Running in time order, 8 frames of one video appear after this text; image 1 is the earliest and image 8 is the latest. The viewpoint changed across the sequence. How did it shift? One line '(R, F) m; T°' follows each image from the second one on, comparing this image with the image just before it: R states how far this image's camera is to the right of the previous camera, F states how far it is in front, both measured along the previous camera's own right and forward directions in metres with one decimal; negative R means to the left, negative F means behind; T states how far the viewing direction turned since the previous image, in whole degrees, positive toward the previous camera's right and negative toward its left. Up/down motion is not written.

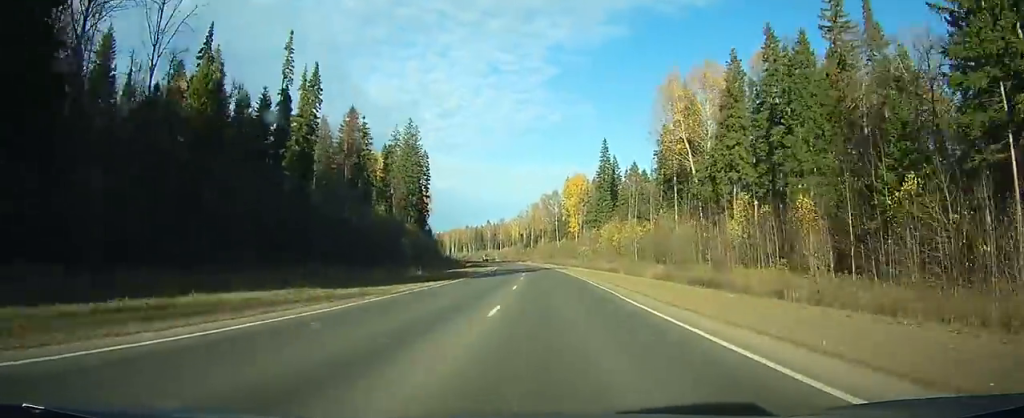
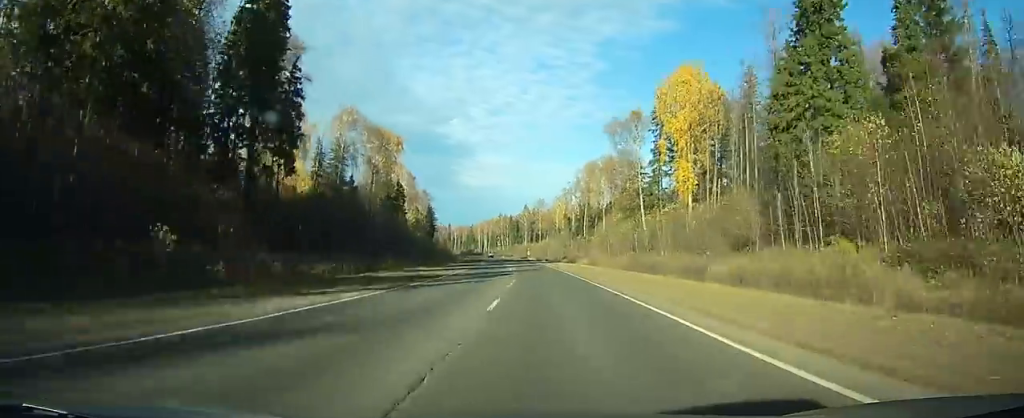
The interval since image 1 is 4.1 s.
(-4.6, +99.9) m; -5°
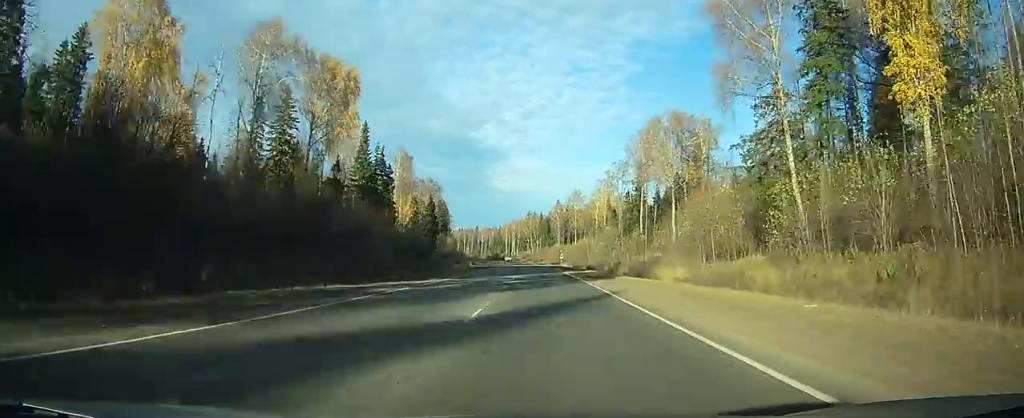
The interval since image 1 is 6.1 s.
(-1.0, +49.5) m; -3°
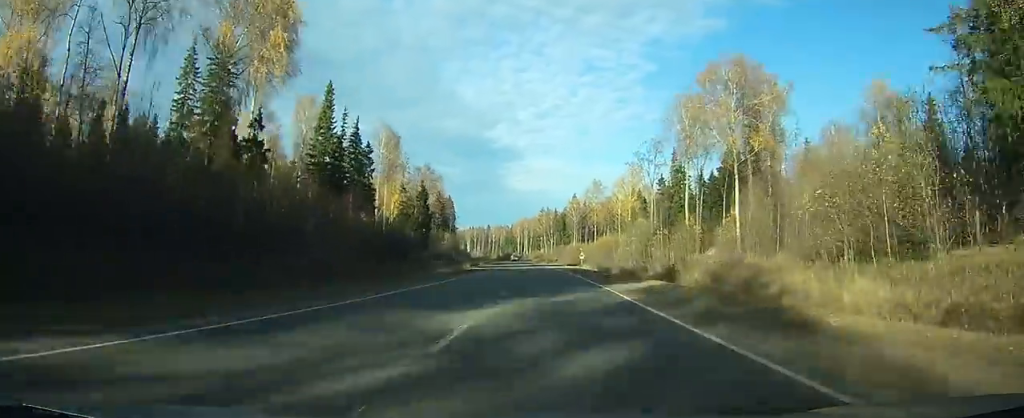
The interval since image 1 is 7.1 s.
(-0.5, +27.7) m; -1°
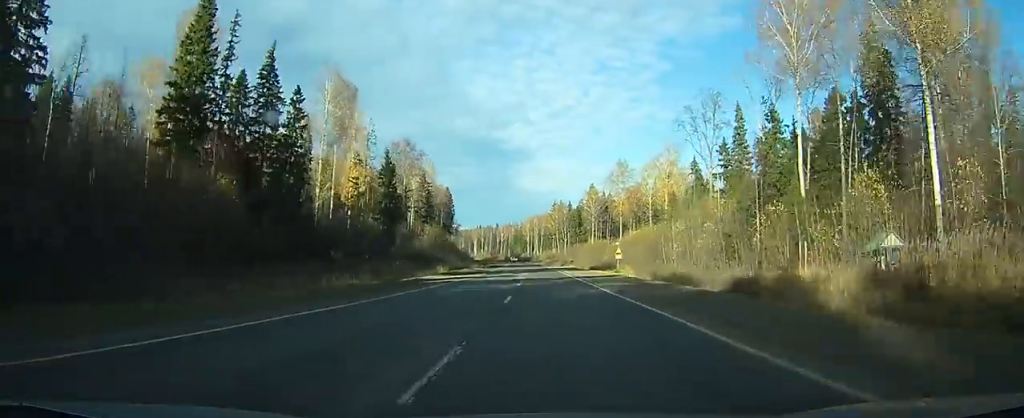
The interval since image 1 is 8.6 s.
(-0.7, +38.2) m; -2°
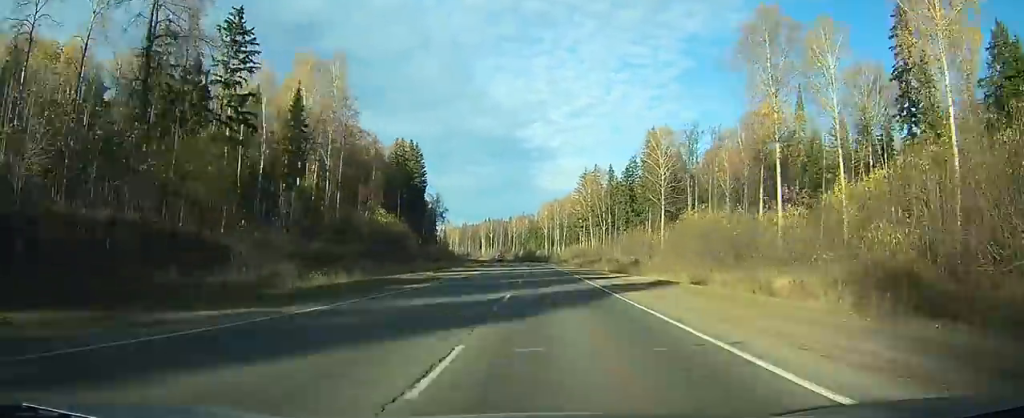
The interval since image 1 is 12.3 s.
(-3.0, +96.1) m; -3°
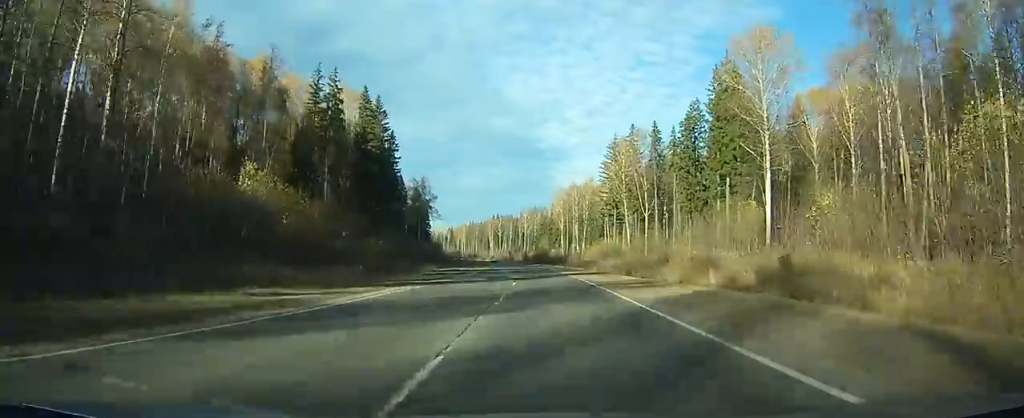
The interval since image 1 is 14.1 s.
(-0.4, +48.9) m; -1°
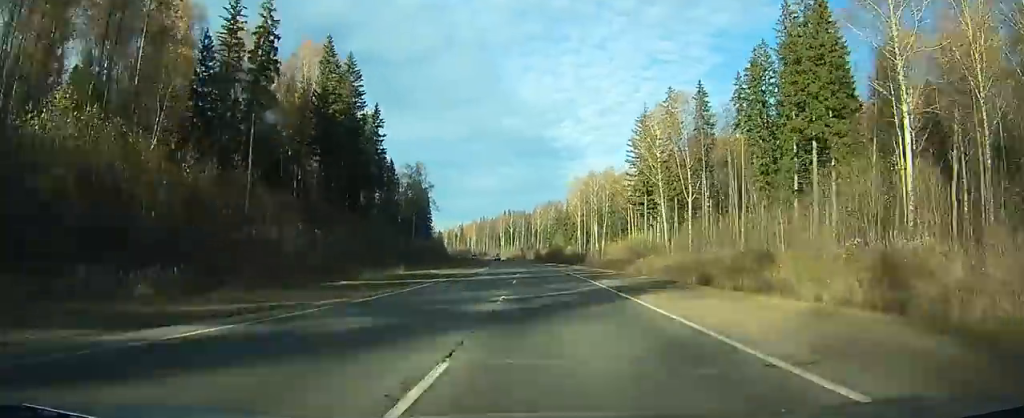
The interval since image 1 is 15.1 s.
(-0.2, +24.4) m; -1°
